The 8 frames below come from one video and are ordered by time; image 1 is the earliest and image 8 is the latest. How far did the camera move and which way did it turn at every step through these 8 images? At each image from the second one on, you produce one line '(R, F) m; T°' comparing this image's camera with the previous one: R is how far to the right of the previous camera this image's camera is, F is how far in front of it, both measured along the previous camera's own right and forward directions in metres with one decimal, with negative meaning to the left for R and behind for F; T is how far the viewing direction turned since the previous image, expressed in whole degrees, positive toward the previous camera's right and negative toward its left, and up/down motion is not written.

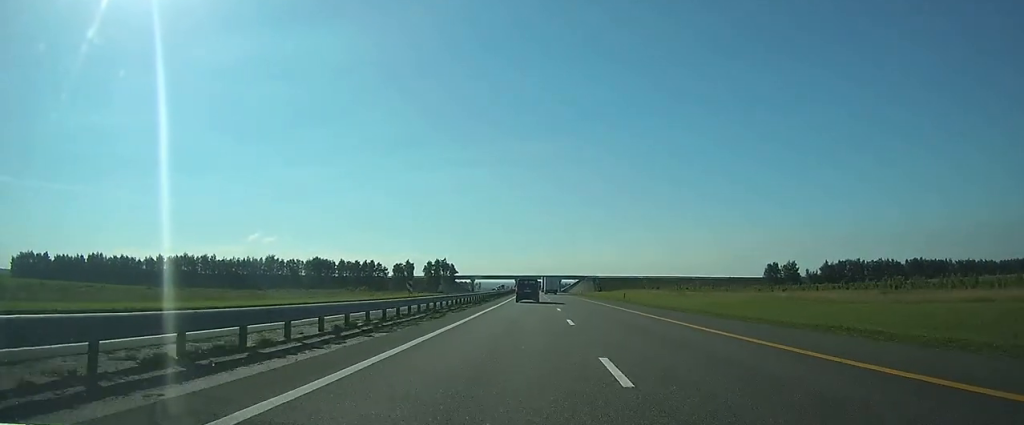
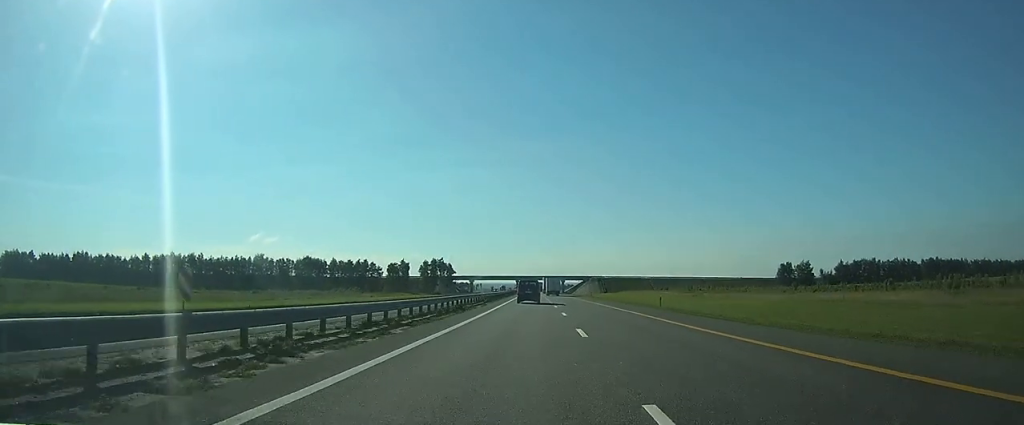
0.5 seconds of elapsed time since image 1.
(-0.1, +15.8) m; 0°
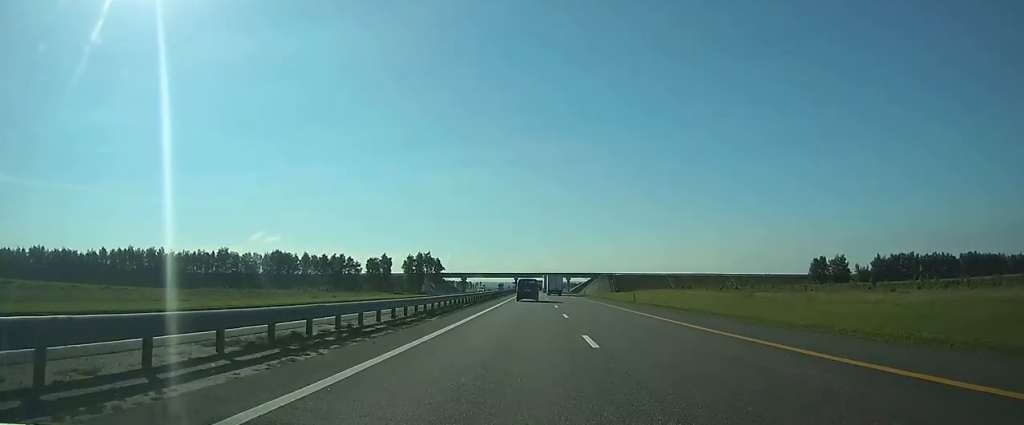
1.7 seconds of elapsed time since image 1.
(-0.2, +38.3) m; -1°
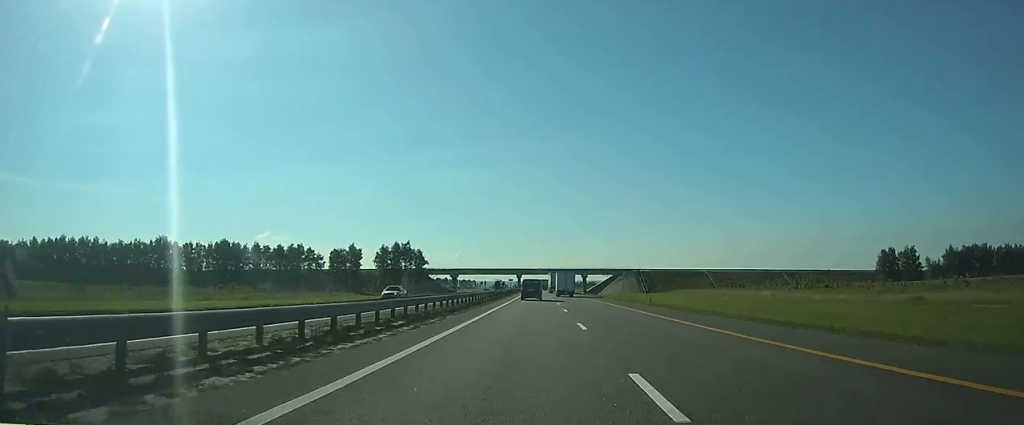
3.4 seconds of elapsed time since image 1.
(-0.5, +53.9) m; -1°
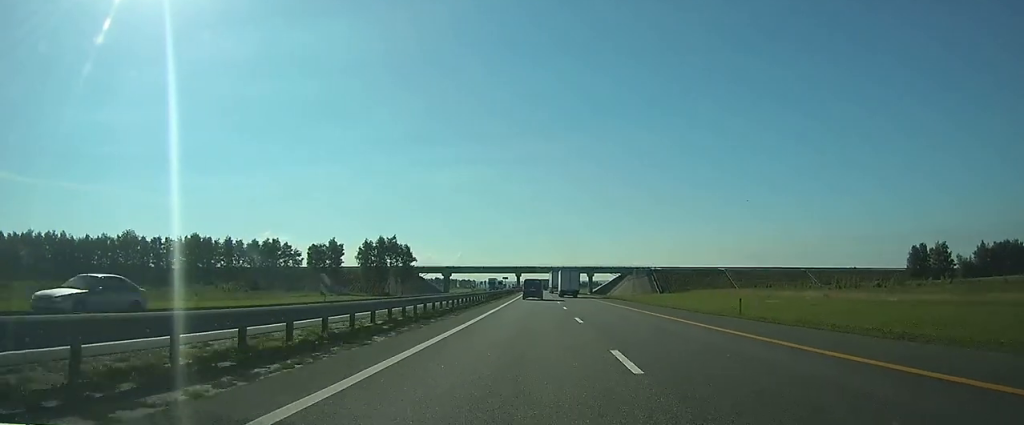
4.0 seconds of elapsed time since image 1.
(0.0, +20.6) m; 0°
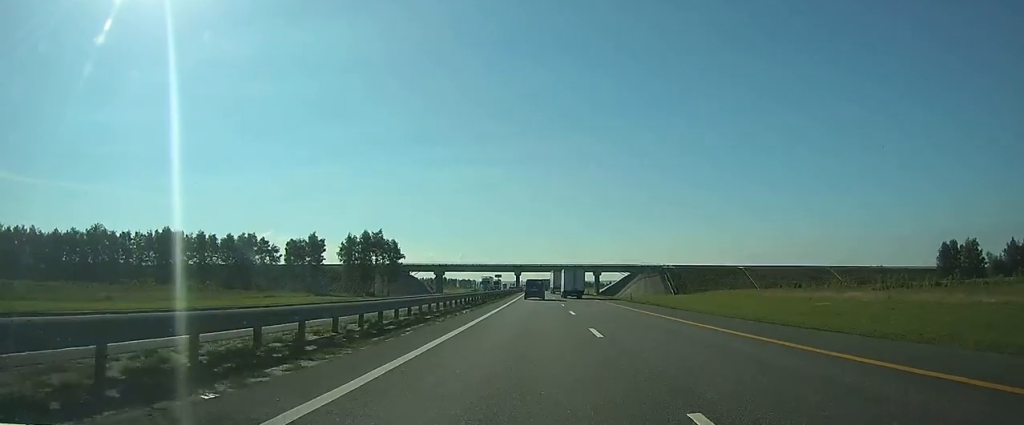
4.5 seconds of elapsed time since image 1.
(0.0, +17.4) m; 0°
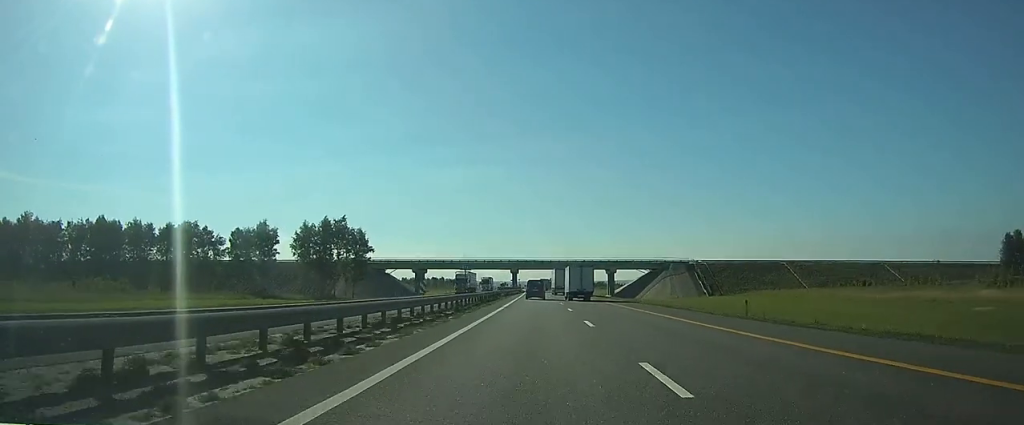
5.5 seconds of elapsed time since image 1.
(0.0, +31.7) m; 0°
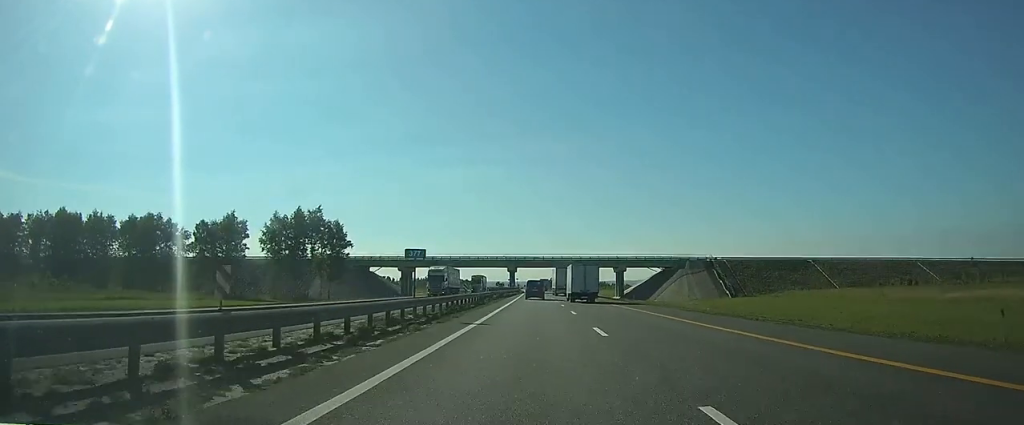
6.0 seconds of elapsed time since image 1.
(0.0, +15.4) m; 0°
